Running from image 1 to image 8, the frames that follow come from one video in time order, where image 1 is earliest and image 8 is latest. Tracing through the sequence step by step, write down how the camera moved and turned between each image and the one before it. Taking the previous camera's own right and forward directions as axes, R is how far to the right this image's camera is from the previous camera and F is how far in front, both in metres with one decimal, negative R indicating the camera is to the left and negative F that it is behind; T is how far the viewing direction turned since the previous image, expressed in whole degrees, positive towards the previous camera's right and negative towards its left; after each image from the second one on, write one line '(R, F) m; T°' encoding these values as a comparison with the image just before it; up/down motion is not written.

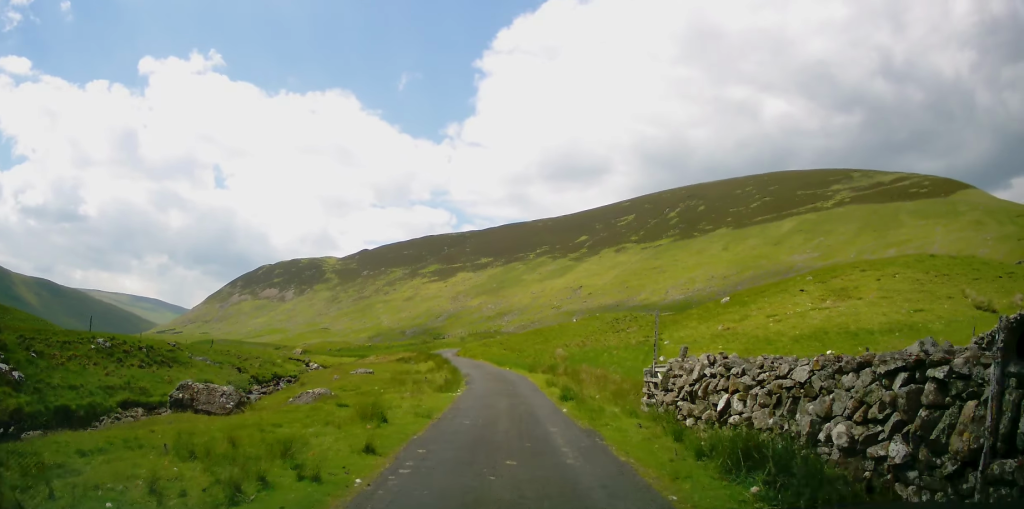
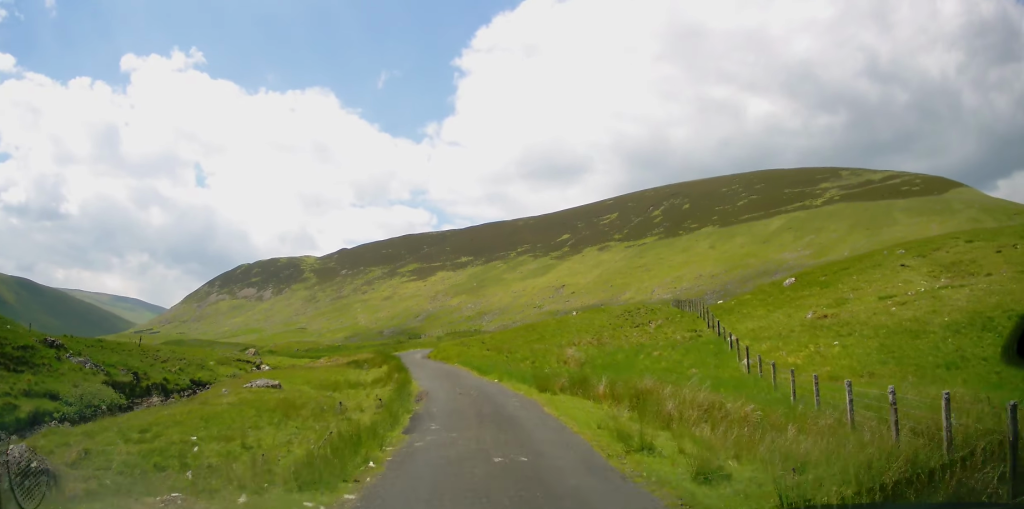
(+0.1, +11.8) m; +2°
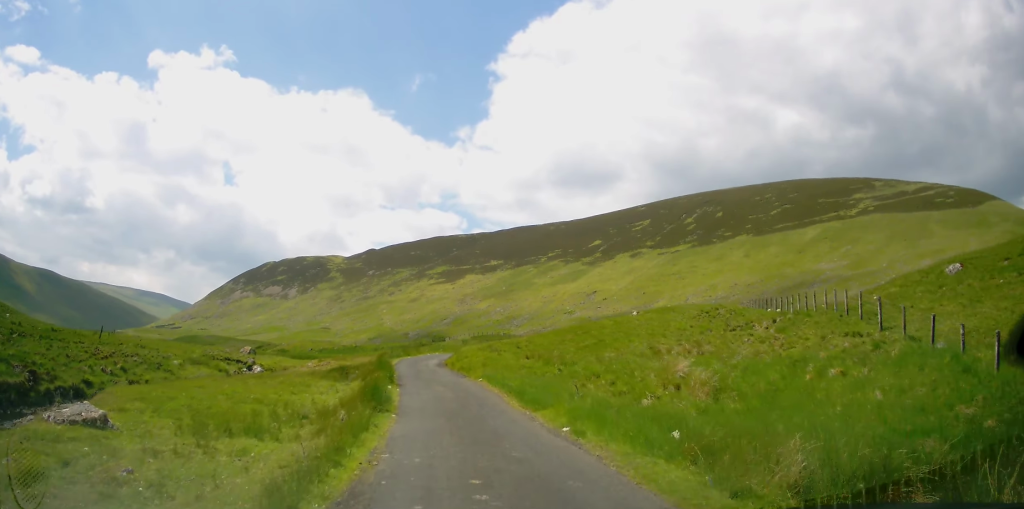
(+0.3, +10.7) m; 0°
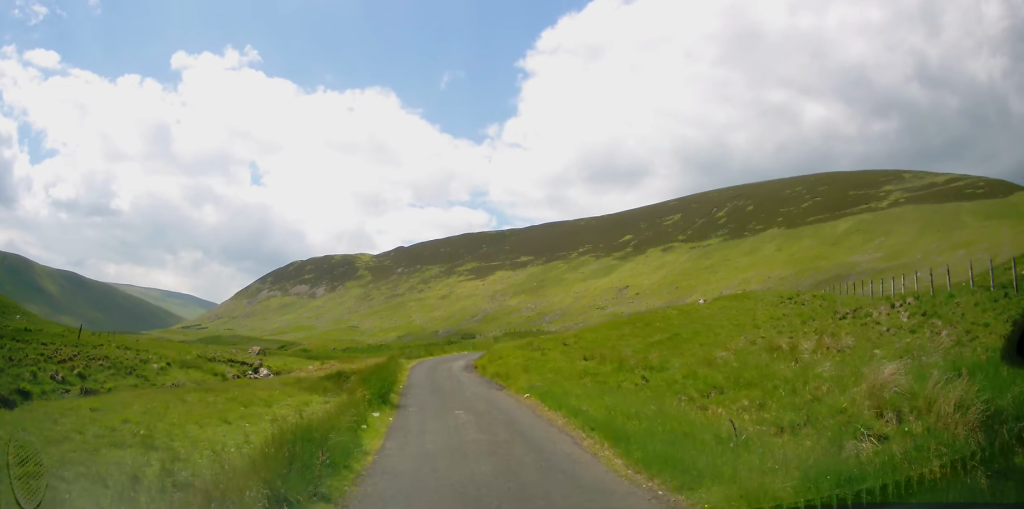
(0.0, +6.9) m; -3°
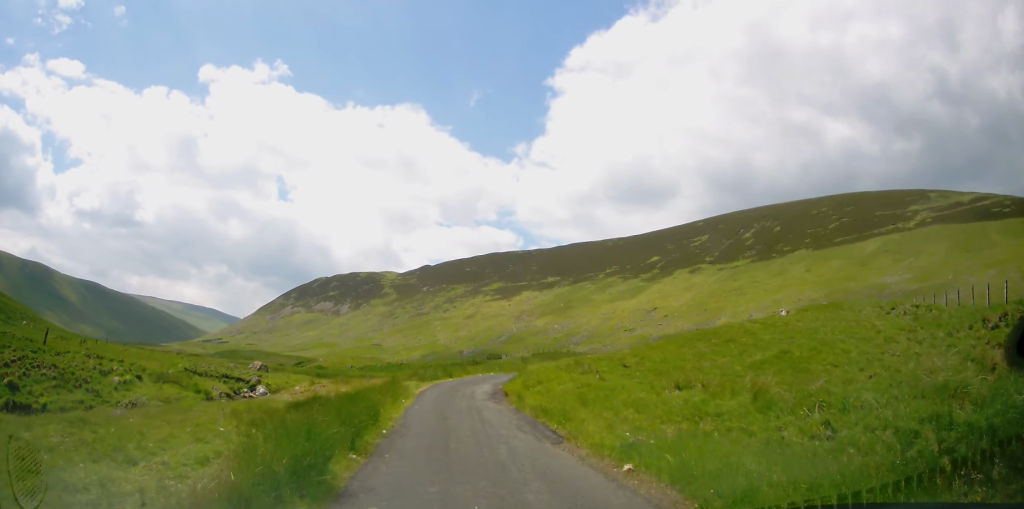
(-0.3, +6.8) m; -5°
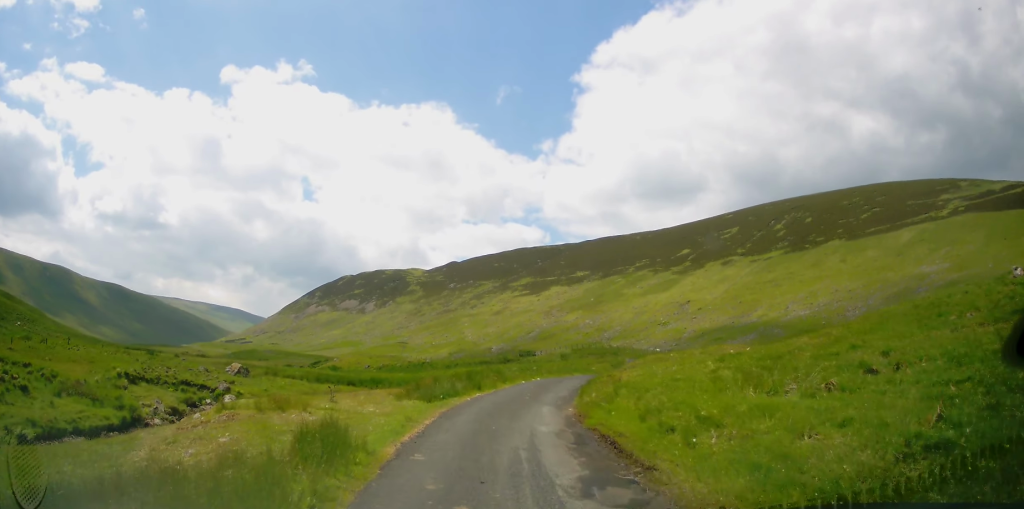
(-0.7, +12.7) m; -1°
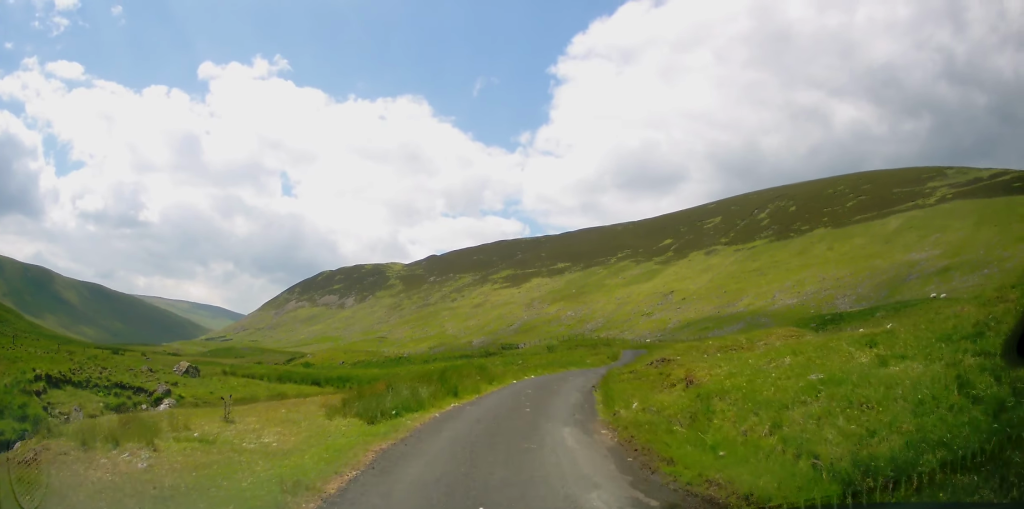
(+0.1, +6.3) m; +5°
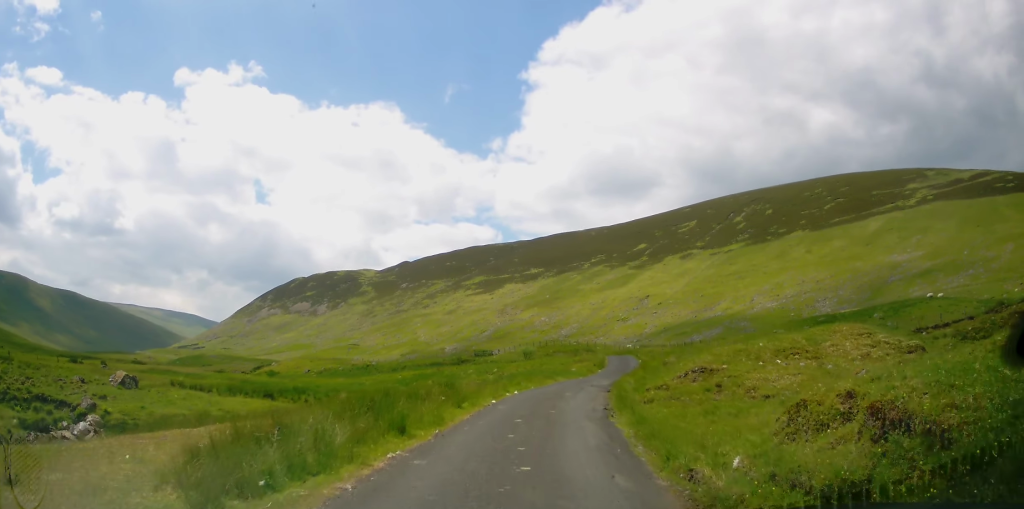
(+0.3, +5.4) m; +3°
